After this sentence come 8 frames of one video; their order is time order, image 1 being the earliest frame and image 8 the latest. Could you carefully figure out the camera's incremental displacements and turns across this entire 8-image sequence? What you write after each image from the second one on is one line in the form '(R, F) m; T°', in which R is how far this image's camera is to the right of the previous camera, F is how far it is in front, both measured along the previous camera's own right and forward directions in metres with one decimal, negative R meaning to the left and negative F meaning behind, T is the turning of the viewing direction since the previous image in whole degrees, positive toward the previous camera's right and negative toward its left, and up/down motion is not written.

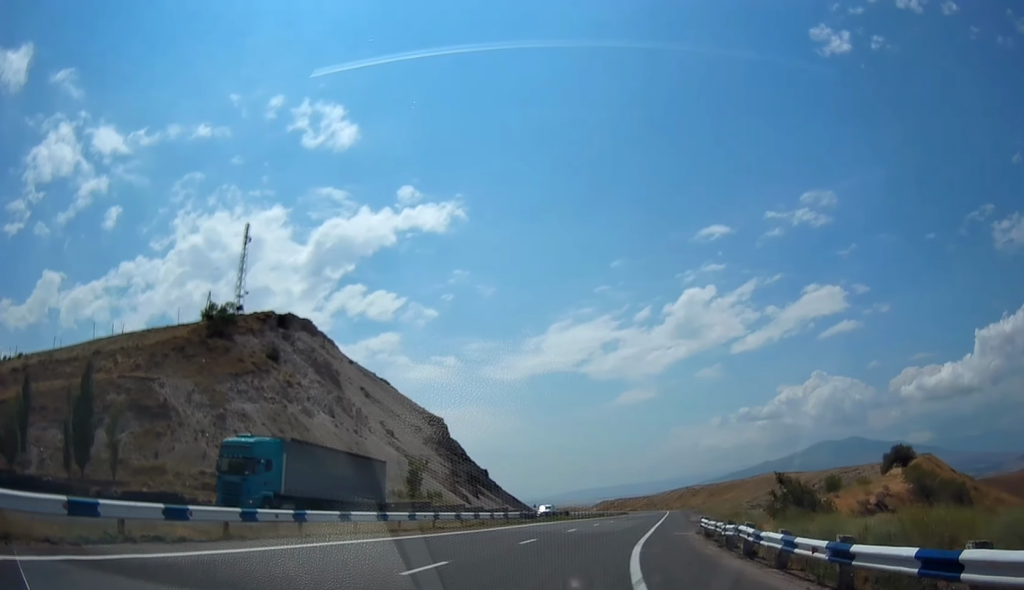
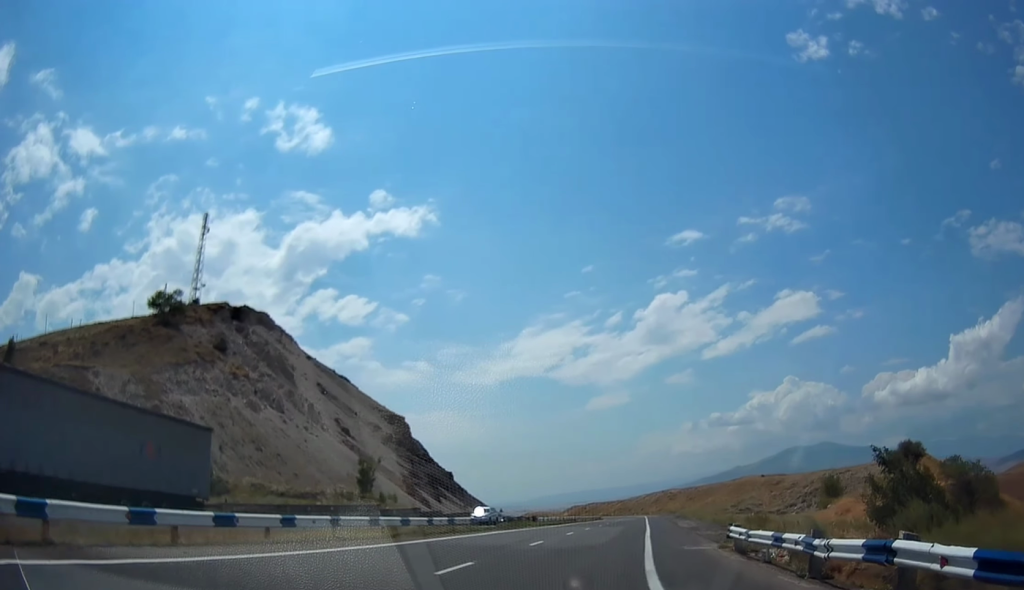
(+0.1, +10.3) m; +2°
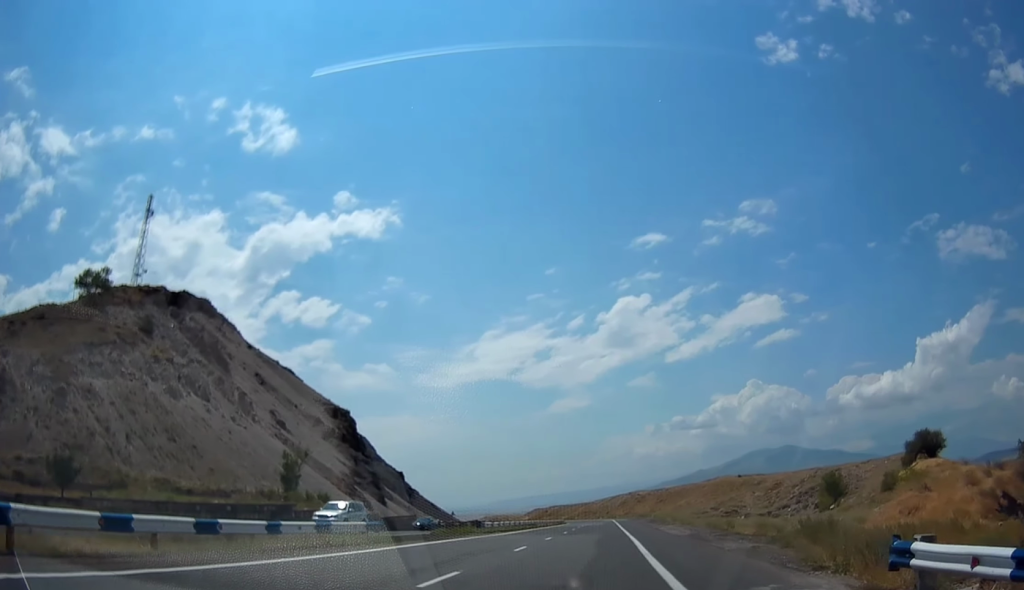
(+0.3, +13.1) m; +3°
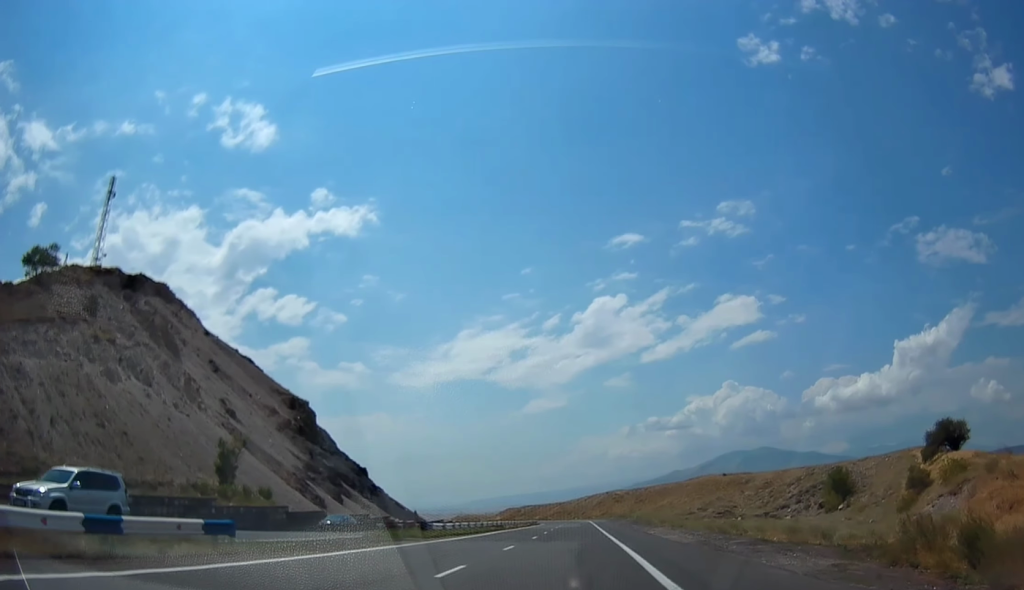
(-0.1, +9.6) m; +3°
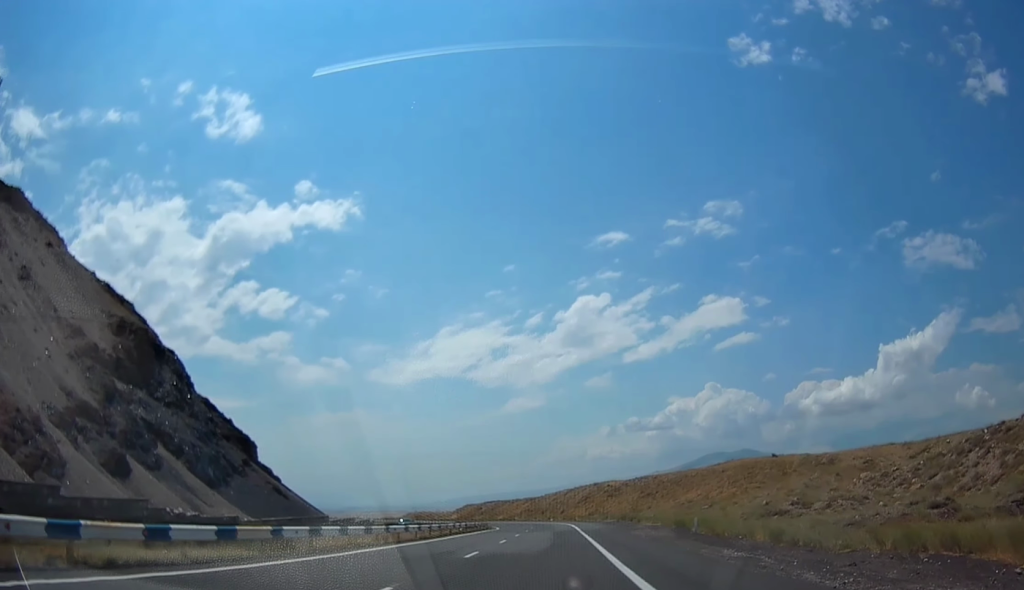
(+5.5, +50.4) m; +8°
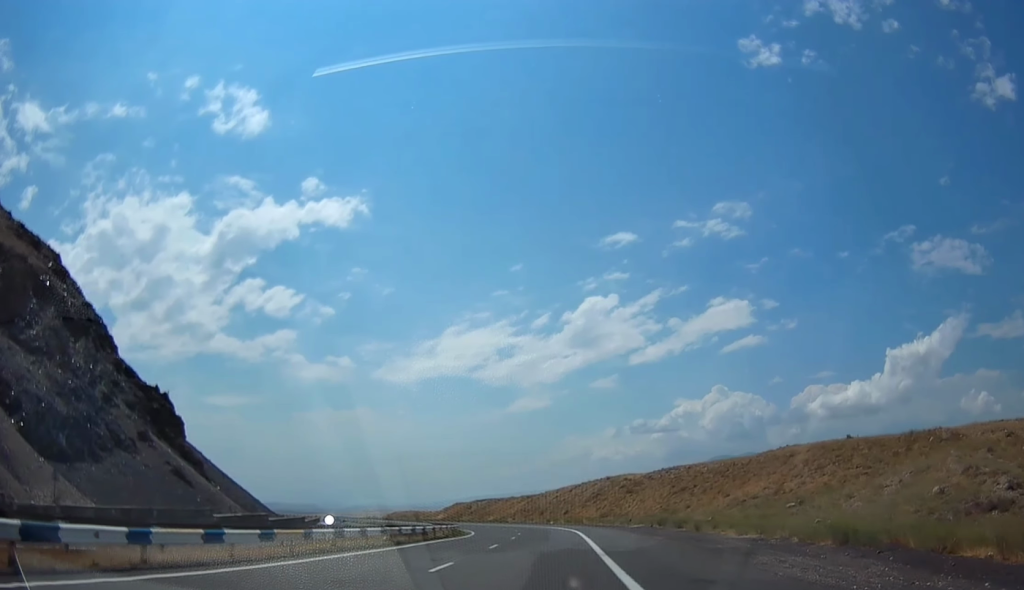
(-0.7, +26.3) m; -3°
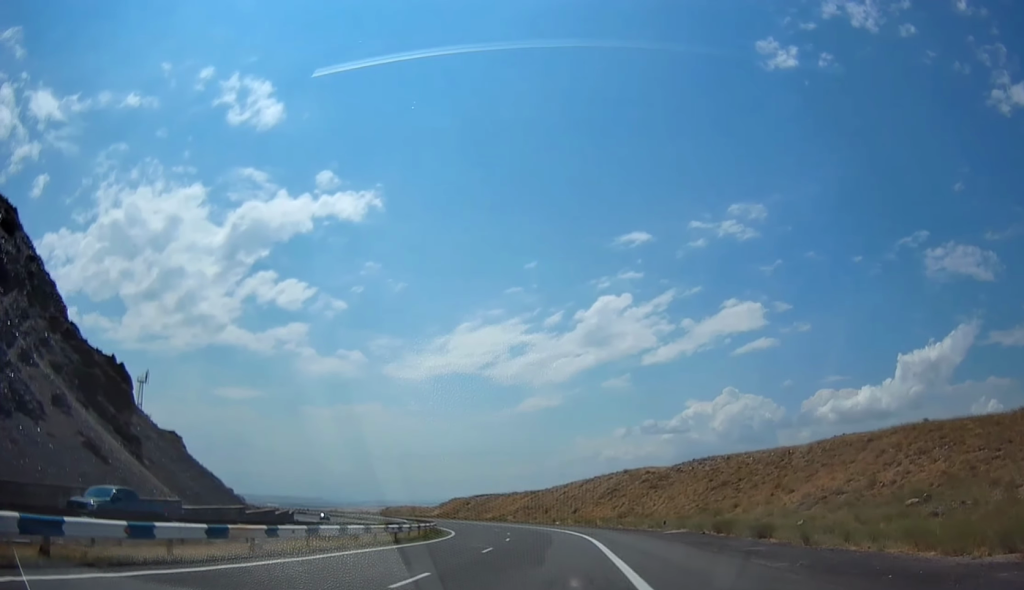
(-0.3, +15.8) m; 0°
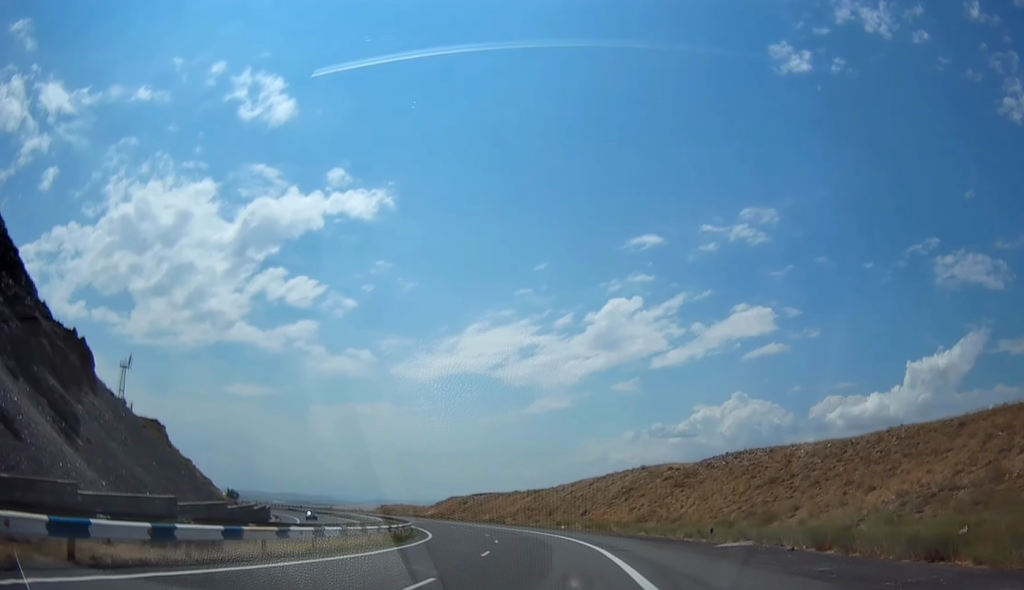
(+0.2, +11.9) m; +1°
